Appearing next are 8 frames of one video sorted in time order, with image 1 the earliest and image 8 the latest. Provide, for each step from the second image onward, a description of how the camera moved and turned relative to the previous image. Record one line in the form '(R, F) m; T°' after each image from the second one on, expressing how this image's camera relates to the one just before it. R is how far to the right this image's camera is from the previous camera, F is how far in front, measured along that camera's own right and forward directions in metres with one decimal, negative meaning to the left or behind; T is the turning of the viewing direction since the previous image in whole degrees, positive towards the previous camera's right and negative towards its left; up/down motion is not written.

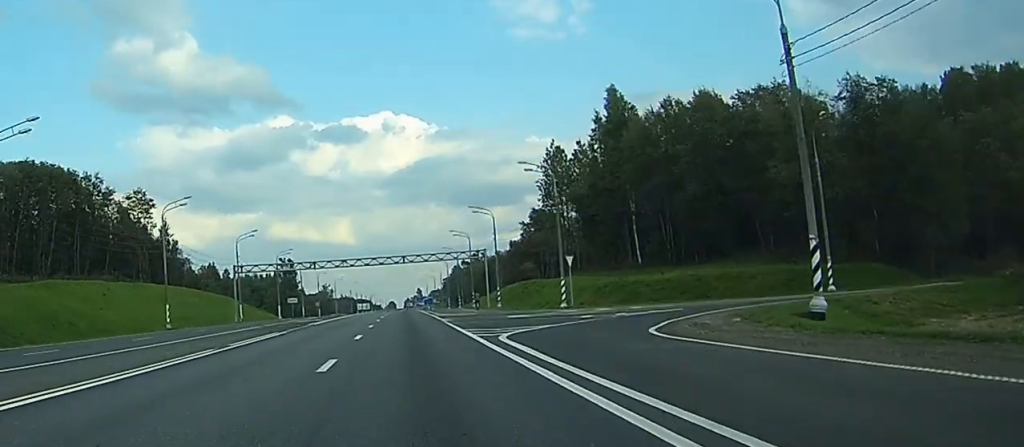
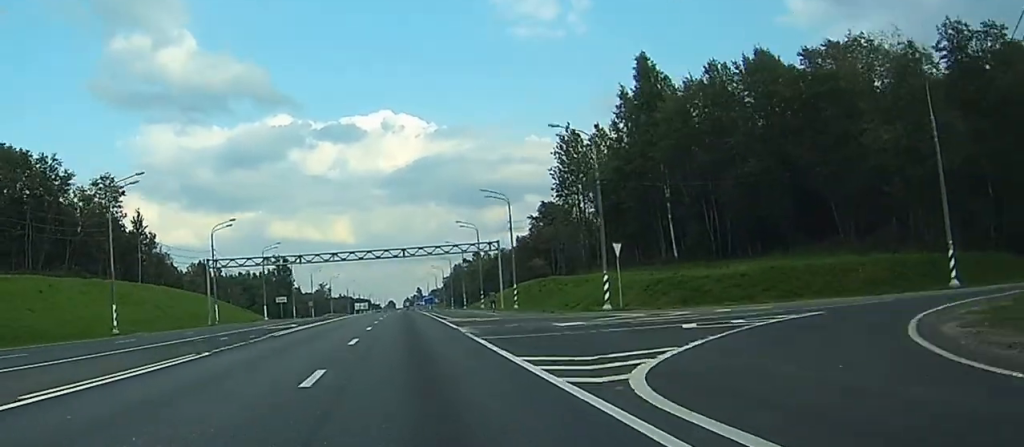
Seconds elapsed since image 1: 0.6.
(0.0, +14.6) m; 0°
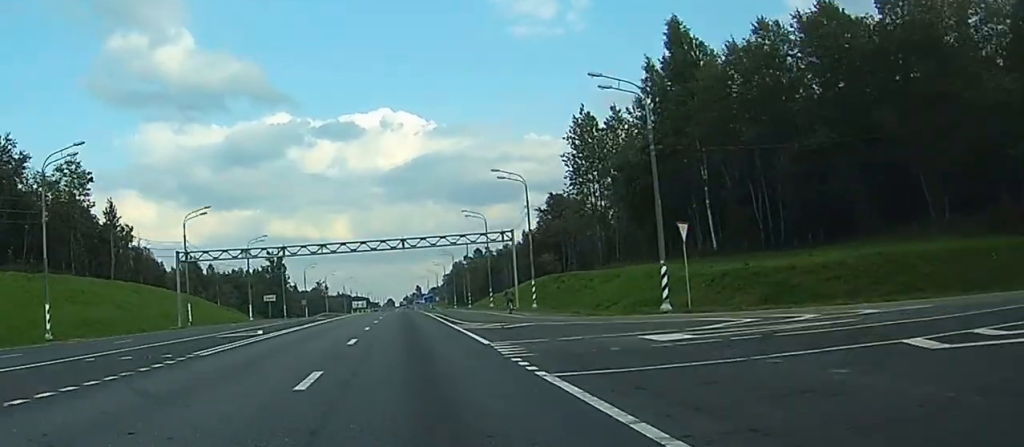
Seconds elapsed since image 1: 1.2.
(0.0, +12.2) m; 0°
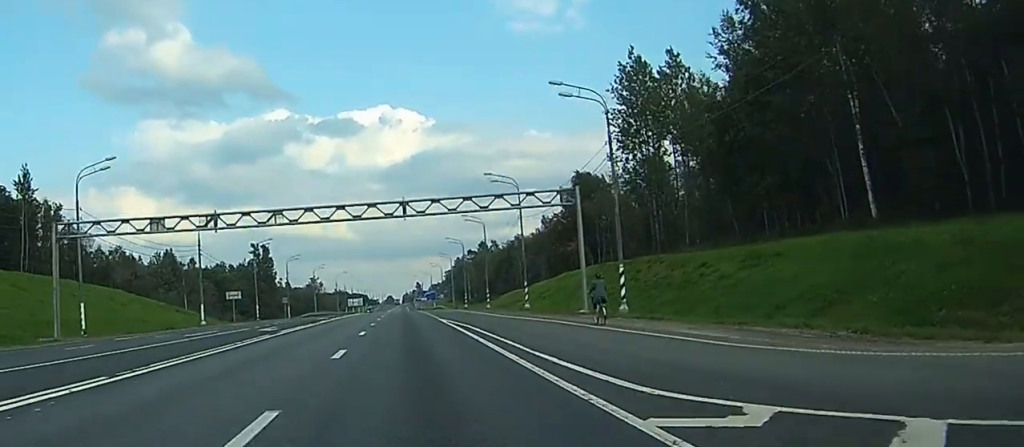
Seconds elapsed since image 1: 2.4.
(+0.1, +28.9) m; +1°
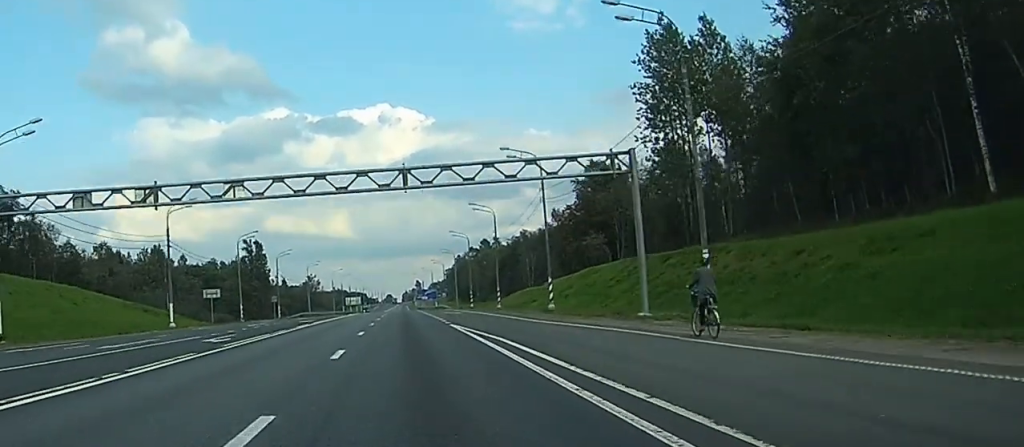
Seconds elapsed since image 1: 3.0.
(+0.1, +12.0) m; 0°
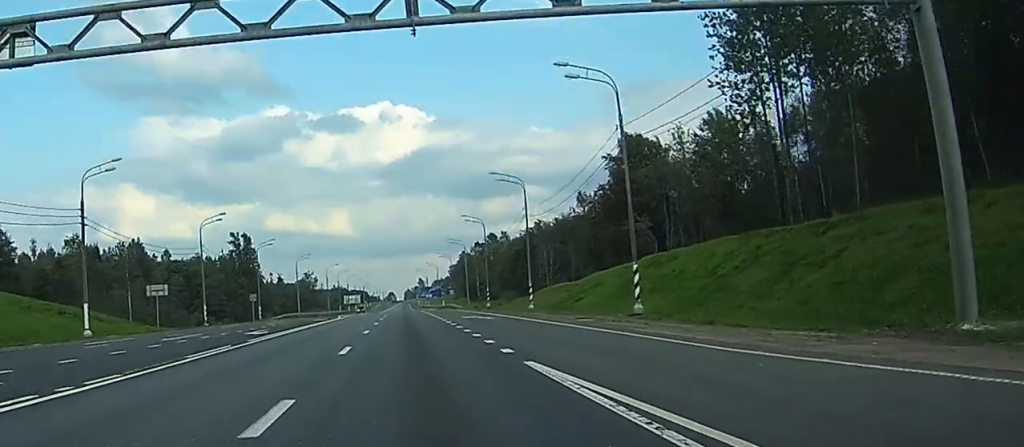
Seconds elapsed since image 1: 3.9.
(0.0, +21.7) m; 0°
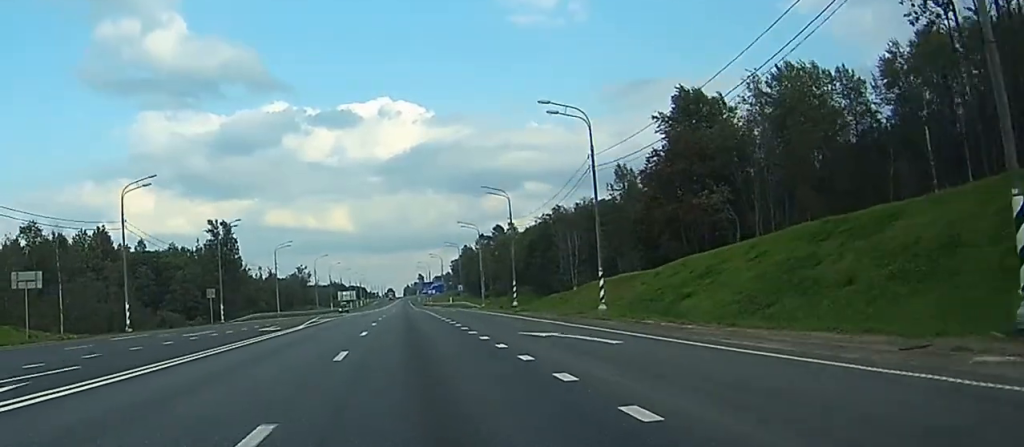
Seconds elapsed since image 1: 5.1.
(-0.1, +25.3) m; +4°
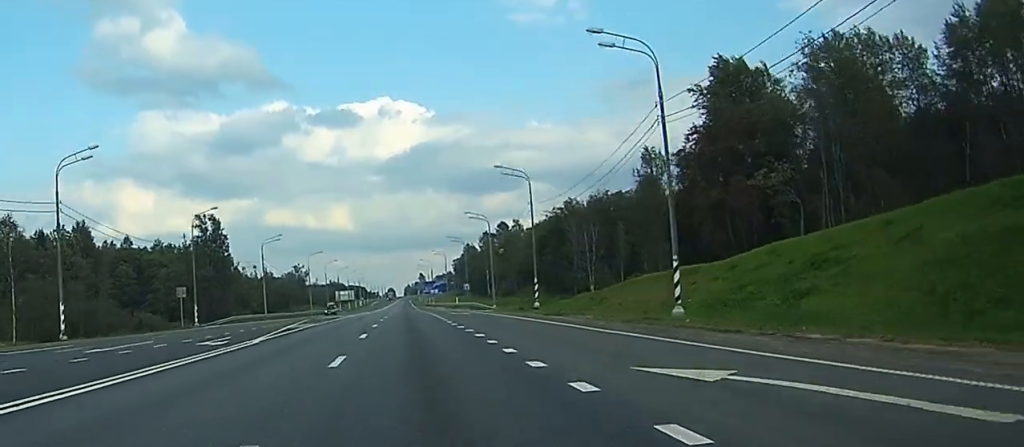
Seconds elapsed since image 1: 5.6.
(-0.1, +12.5) m; +2°
